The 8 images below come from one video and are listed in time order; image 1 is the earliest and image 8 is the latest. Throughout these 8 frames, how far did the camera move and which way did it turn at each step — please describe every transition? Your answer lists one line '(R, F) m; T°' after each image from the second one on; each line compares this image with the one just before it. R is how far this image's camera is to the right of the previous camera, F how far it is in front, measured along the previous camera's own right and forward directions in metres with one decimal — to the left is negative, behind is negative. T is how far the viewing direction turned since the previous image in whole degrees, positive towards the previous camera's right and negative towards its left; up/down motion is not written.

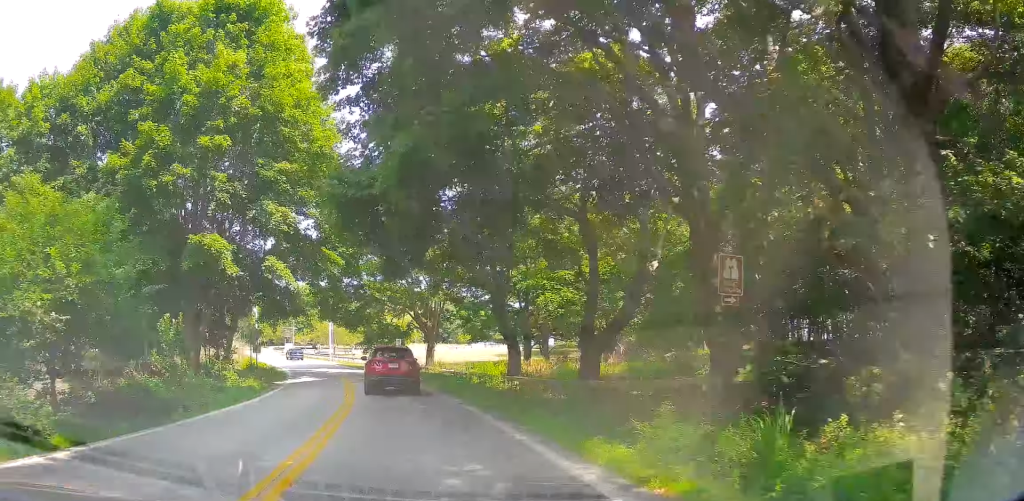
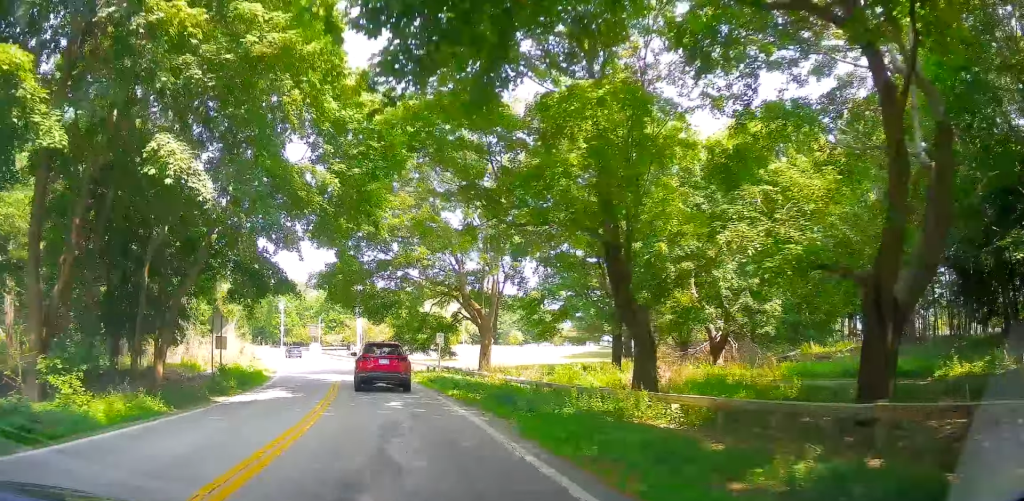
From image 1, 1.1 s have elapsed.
(-0.3, +14.7) m; -4°
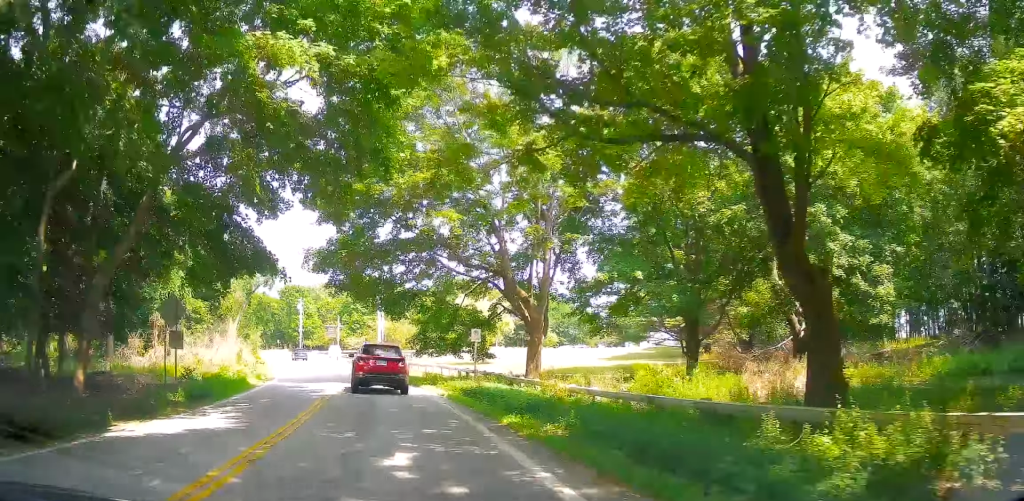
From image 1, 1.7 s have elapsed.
(+0.2, +7.7) m; -3°
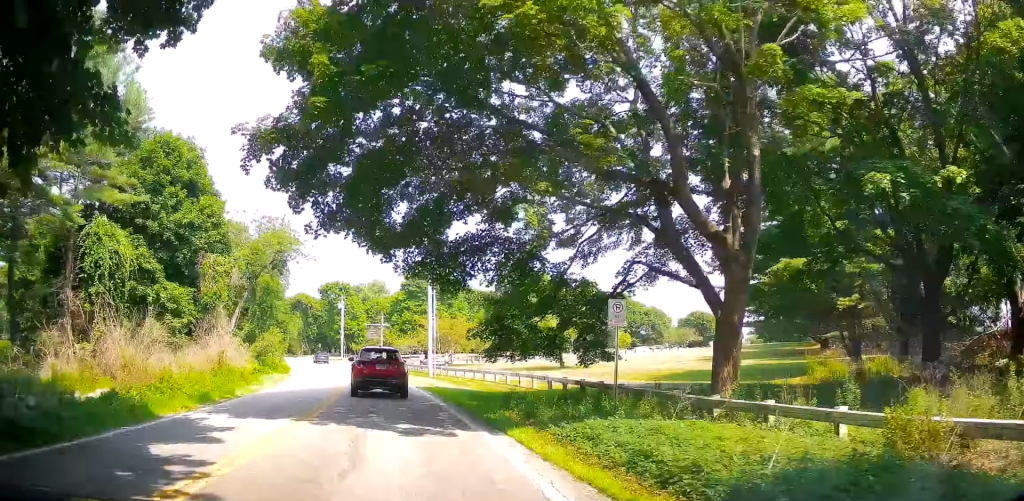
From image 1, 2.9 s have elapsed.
(-1.2, +14.3) m; -4°
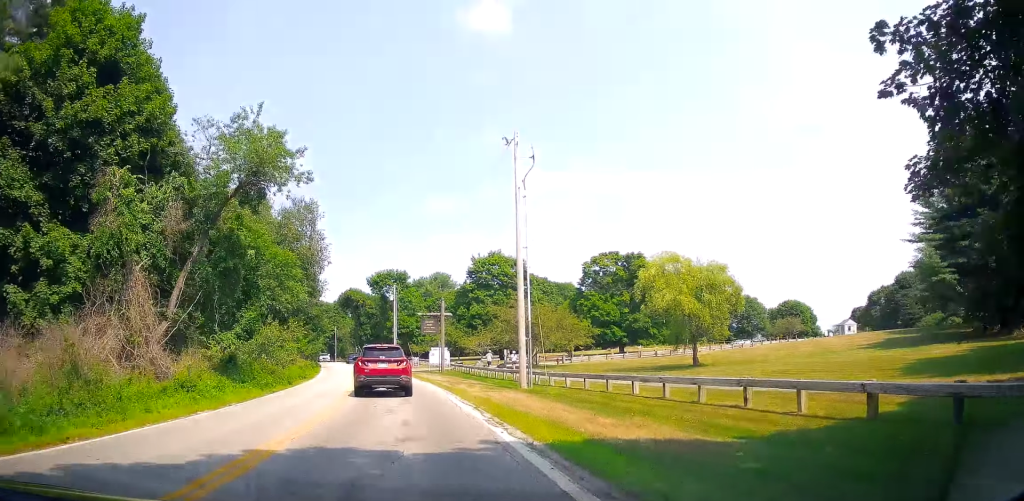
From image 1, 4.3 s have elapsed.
(-0.6, +18.9) m; -8°
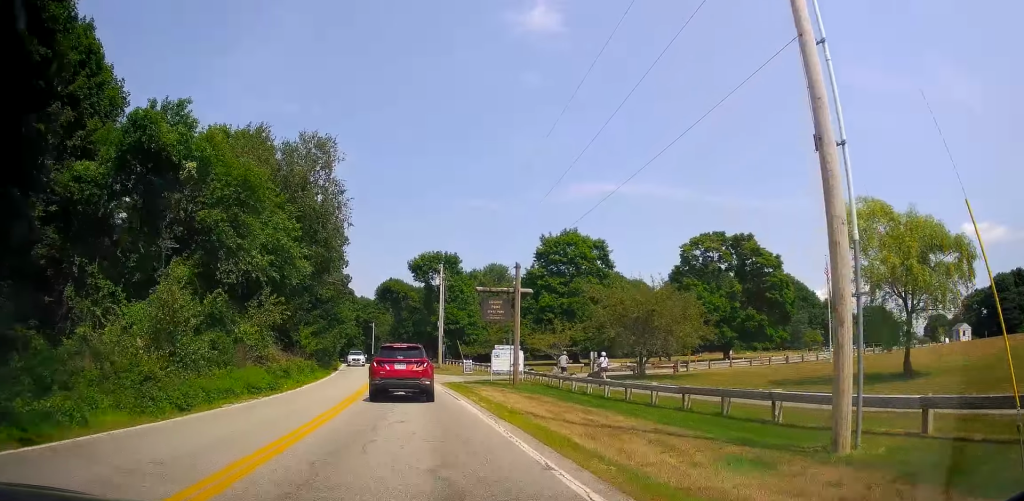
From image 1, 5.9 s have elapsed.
(-1.5, +19.1) m; -6°
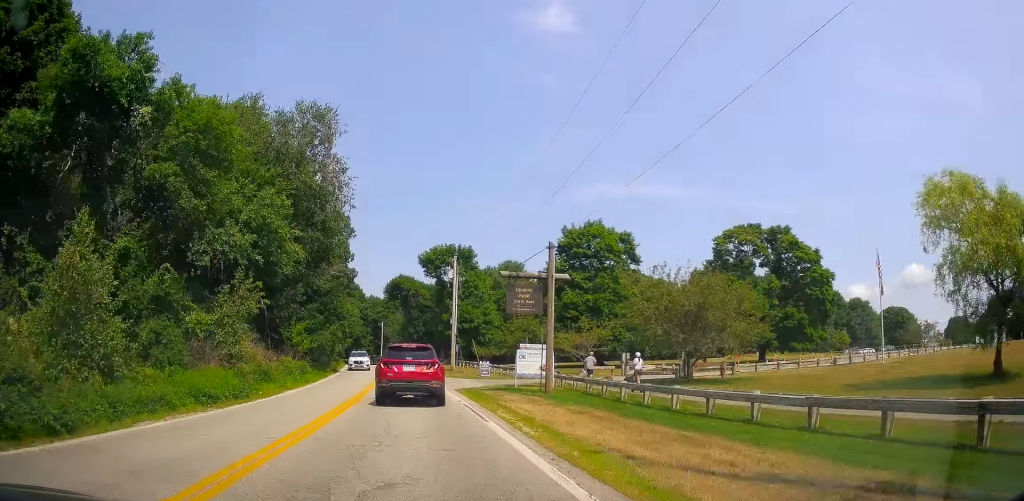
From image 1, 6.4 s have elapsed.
(+0.1, +6.0) m; -1°
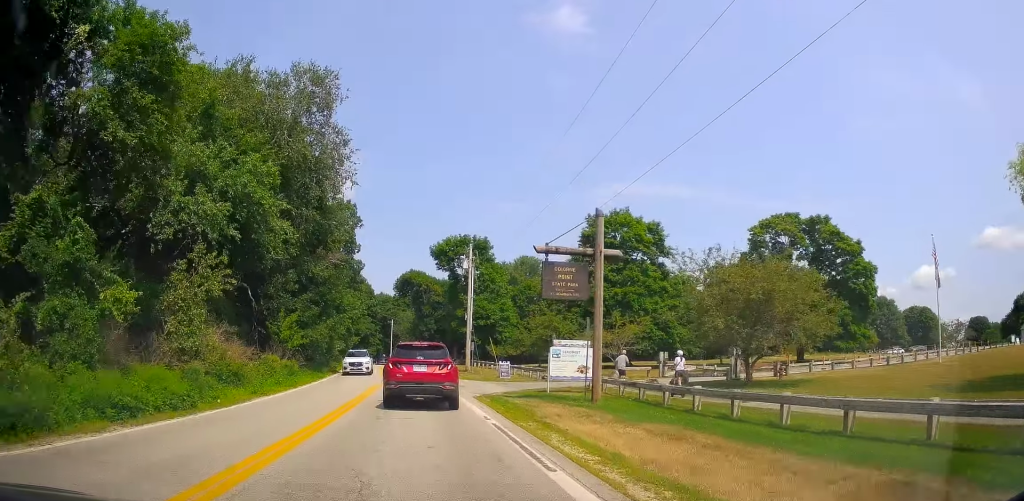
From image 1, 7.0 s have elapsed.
(-0.1, +6.0) m; -1°
